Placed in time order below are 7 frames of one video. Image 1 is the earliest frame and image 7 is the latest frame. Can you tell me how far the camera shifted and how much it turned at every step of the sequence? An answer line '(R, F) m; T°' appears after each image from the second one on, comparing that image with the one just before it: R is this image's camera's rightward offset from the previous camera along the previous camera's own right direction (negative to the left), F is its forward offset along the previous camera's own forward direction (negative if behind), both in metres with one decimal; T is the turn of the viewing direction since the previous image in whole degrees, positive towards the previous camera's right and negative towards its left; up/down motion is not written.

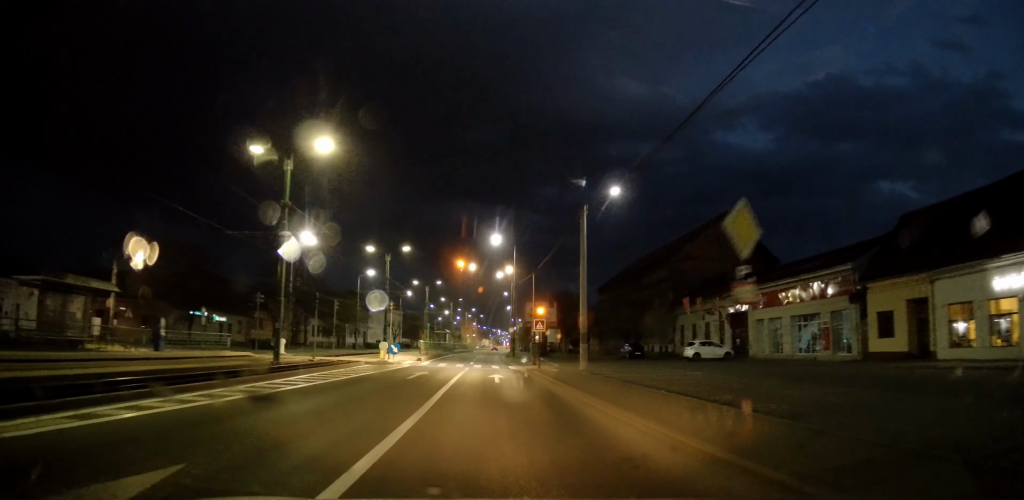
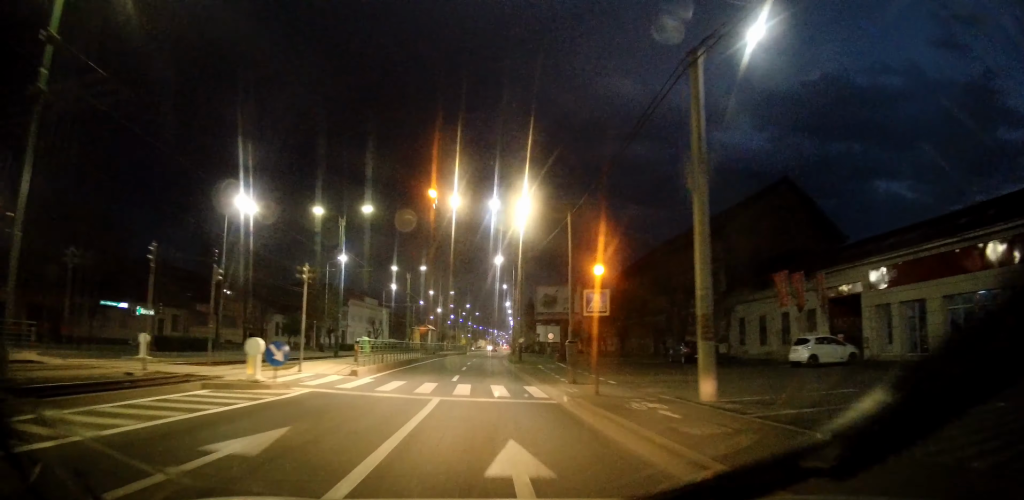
(+0.3, +16.0) m; 0°
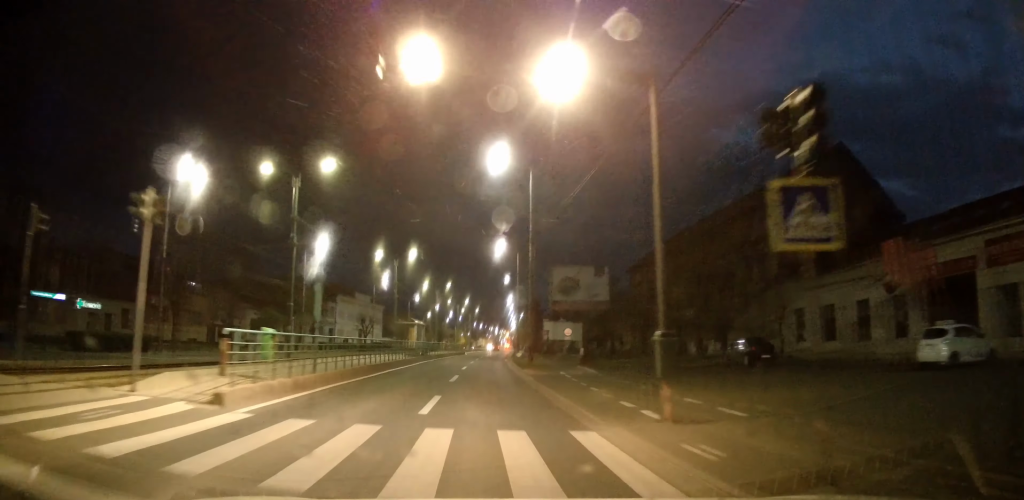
(-0.1, +9.4) m; 0°
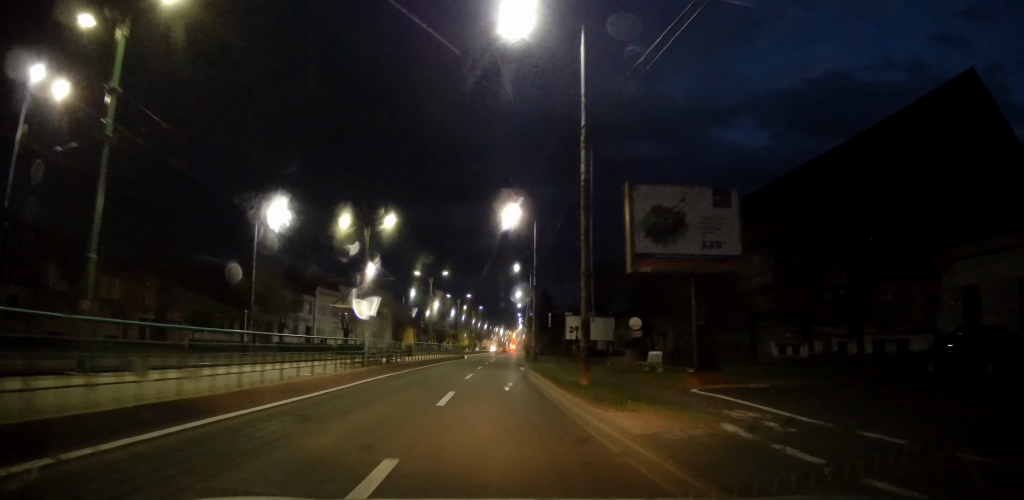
(0.0, +15.7) m; 0°
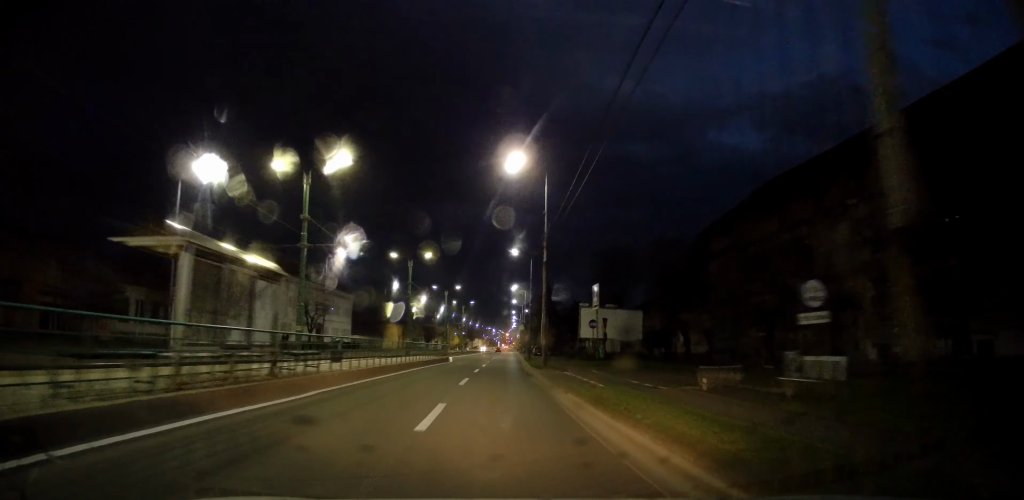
(+0.1, +12.6) m; 0°
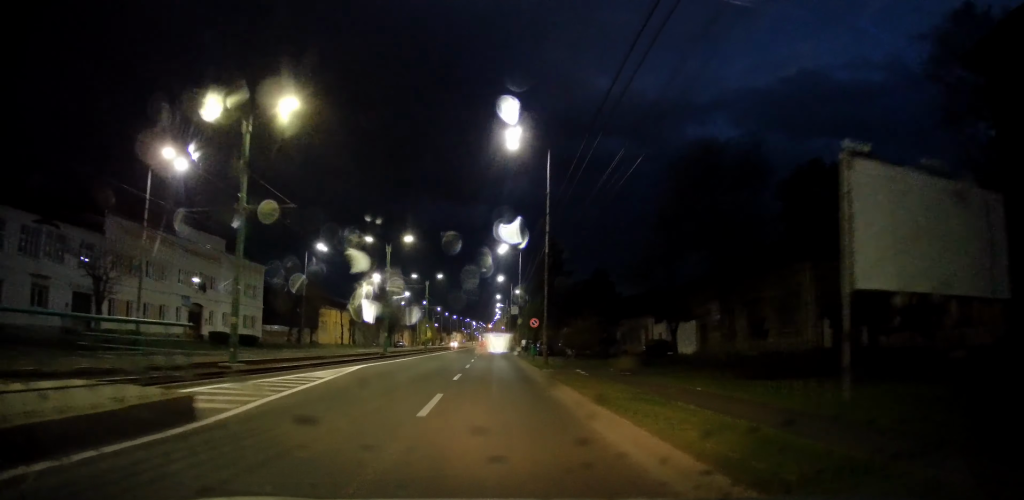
(+0.7, +35.1) m; +2°
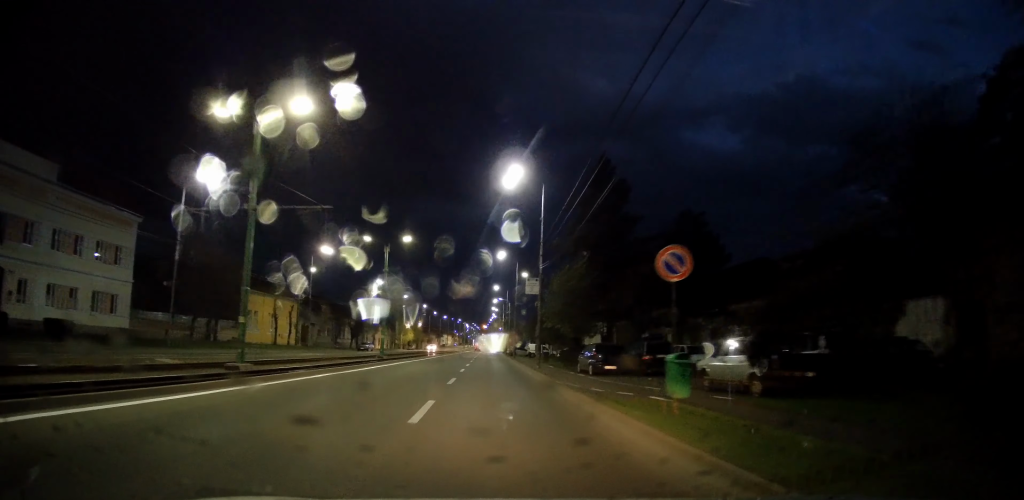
(+0.1, +28.0) m; 0°
